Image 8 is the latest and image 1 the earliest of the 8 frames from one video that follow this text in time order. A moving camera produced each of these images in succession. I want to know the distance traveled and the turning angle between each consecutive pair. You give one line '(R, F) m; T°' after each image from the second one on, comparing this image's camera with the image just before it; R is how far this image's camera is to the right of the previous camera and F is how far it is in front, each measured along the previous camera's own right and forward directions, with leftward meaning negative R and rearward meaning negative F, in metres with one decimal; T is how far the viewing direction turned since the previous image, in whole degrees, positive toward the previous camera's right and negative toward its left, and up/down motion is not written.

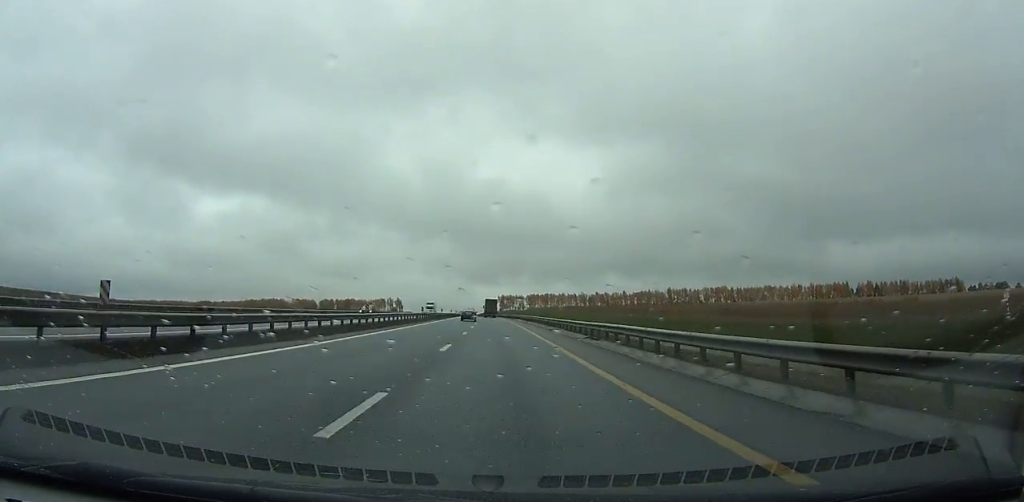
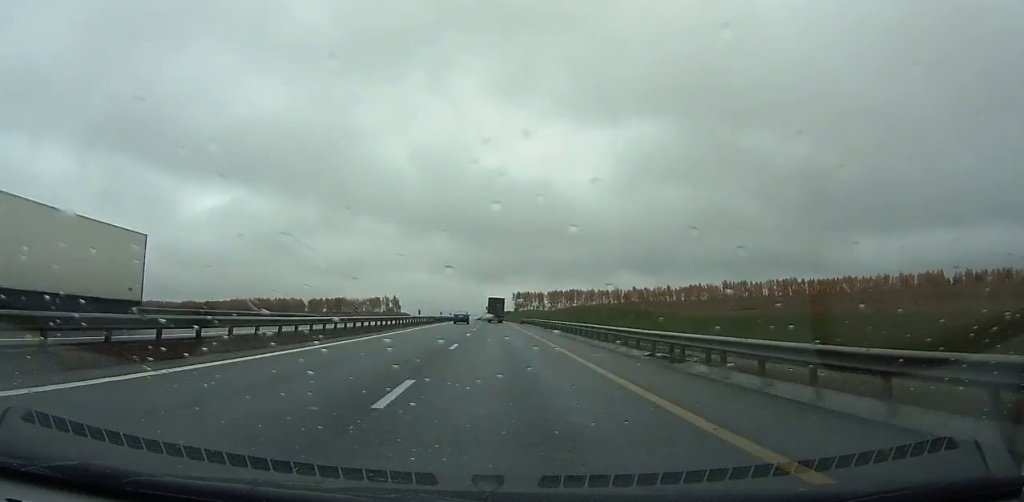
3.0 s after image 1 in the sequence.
(-1.5, +93.7) m; -2°
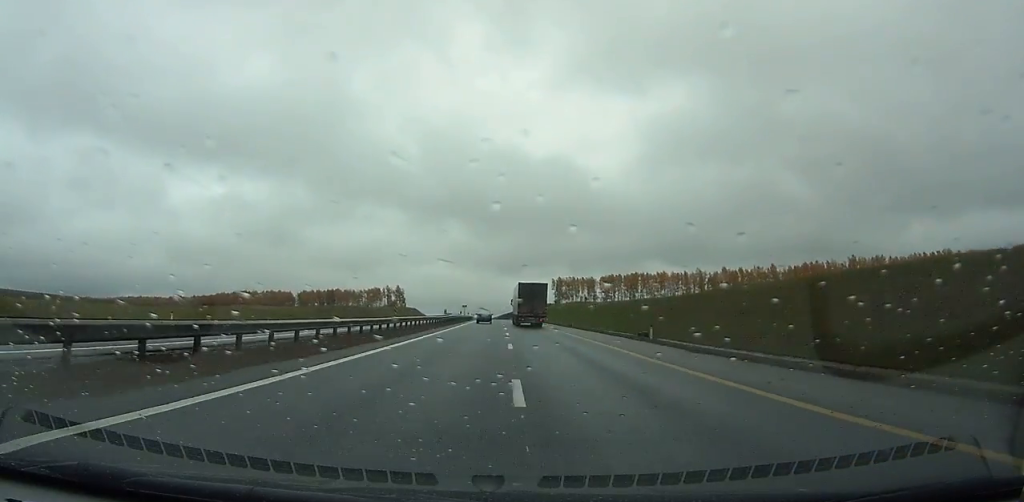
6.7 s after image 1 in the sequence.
(-1.9, +117.5) m; -2°
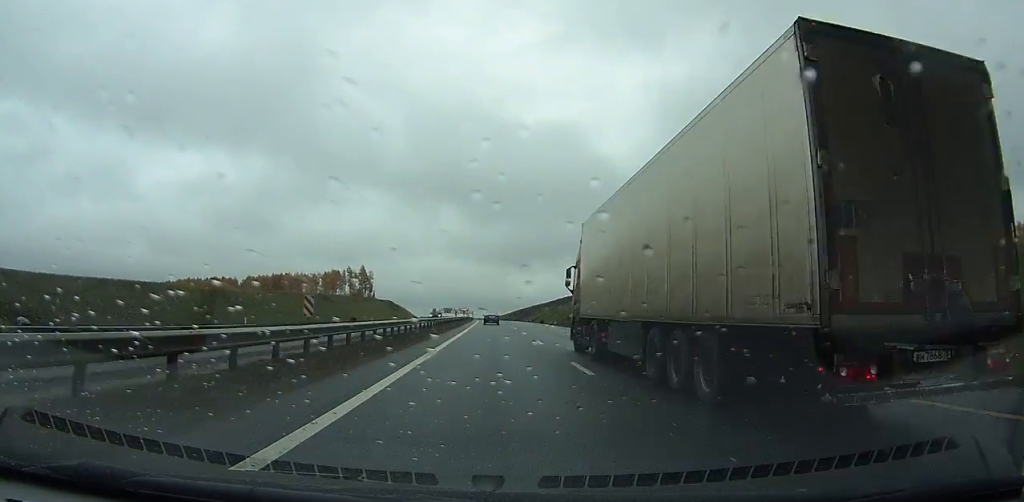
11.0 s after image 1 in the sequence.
(-1.7, +138.5) m; -1°
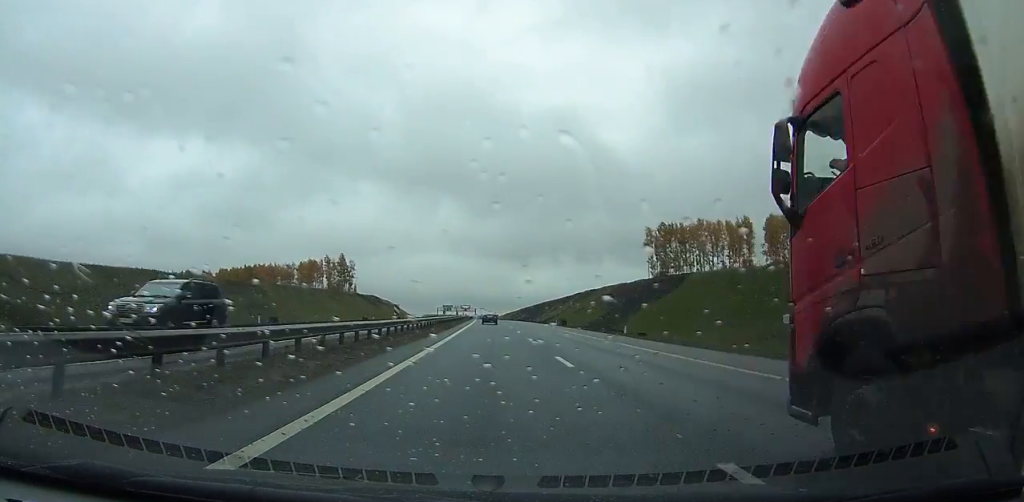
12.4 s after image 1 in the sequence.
(-0.2, +45.5) m; -1°
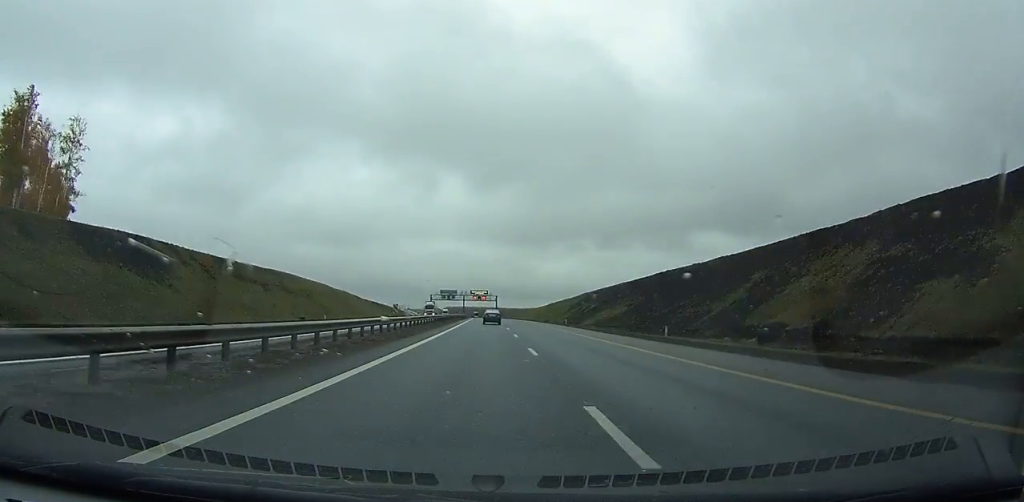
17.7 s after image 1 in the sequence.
(-3.3, +173.8) m; -3°
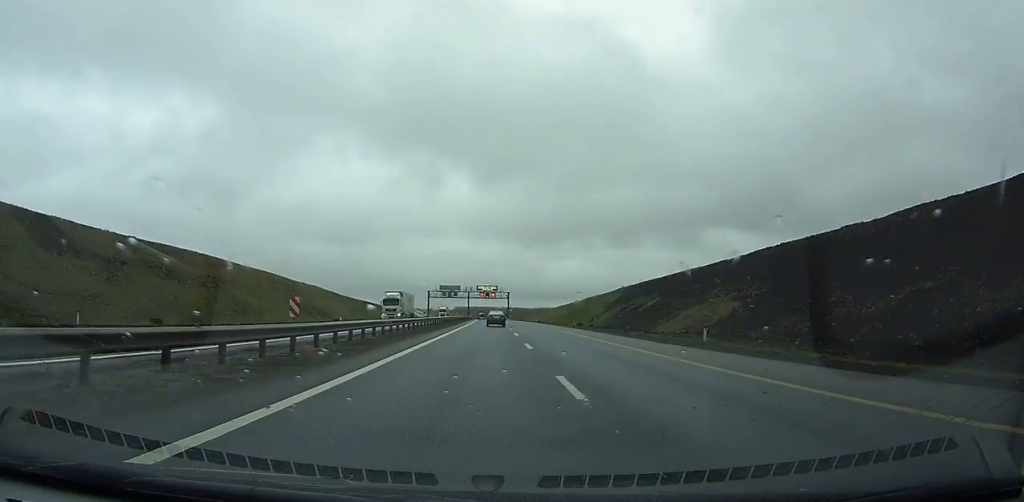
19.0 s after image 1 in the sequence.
(-0.7, +42.9) m; -1°
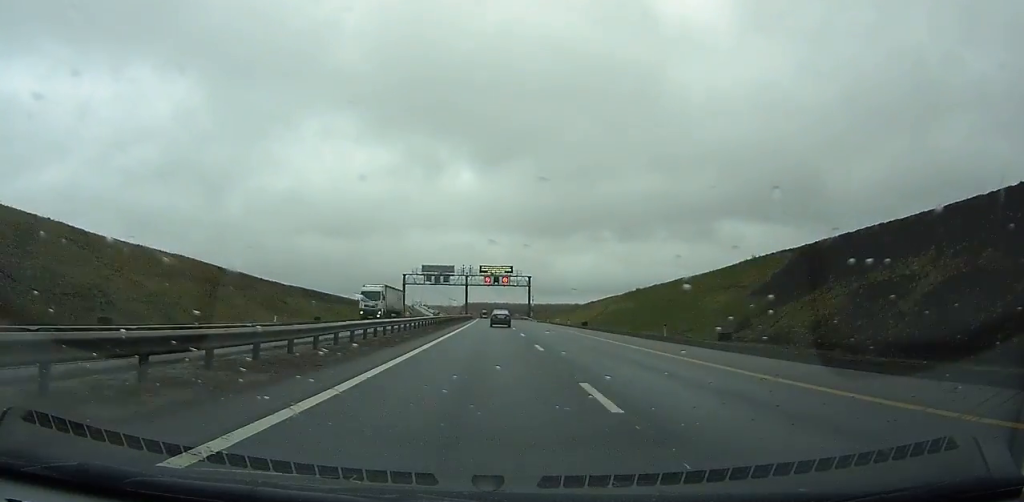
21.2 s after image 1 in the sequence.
(-0.7, +72.5) m; -1°
